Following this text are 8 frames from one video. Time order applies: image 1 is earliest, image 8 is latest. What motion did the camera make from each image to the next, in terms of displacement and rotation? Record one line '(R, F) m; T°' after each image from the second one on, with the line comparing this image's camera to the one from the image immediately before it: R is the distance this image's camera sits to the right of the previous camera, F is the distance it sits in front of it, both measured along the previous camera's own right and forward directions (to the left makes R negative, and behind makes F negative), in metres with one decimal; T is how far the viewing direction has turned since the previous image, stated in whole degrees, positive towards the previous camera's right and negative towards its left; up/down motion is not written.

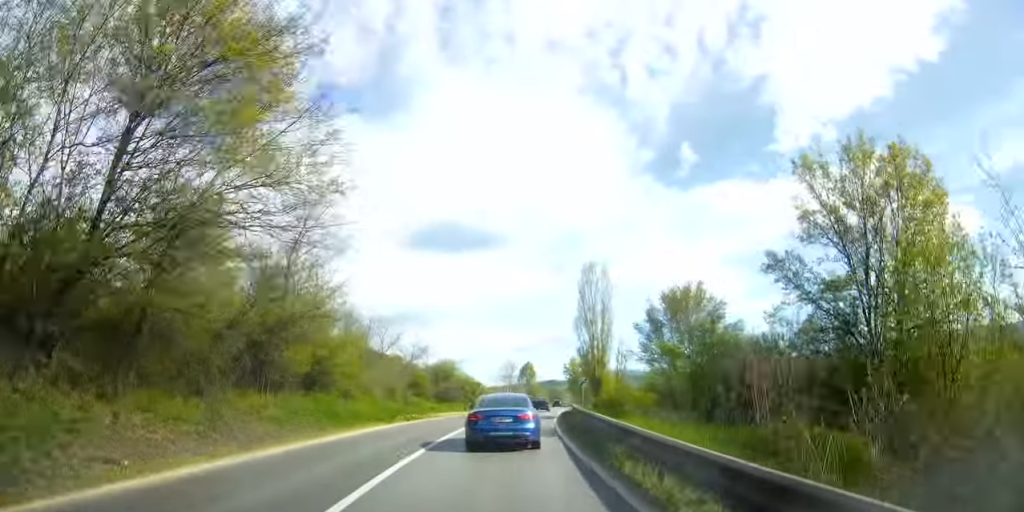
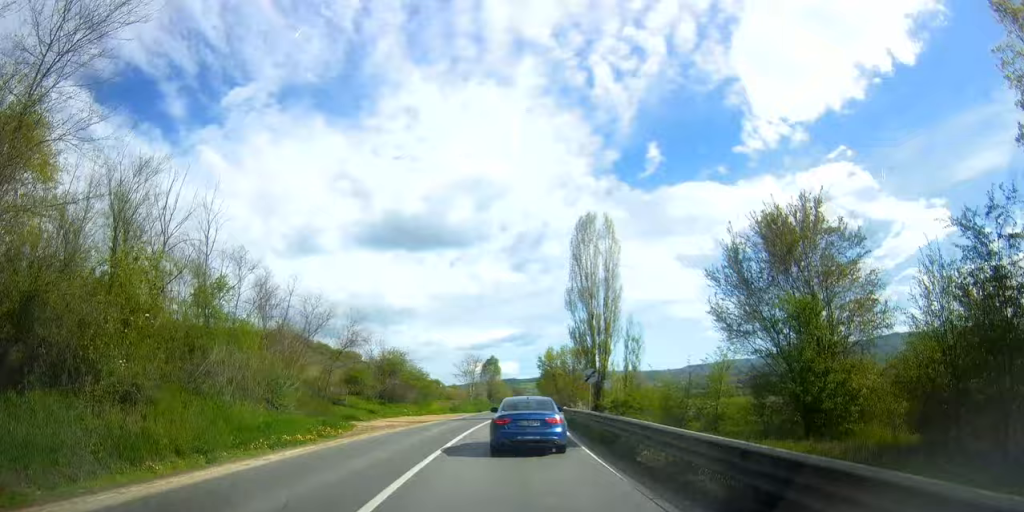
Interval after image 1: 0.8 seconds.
(+0.3, +17.4) m; +7°
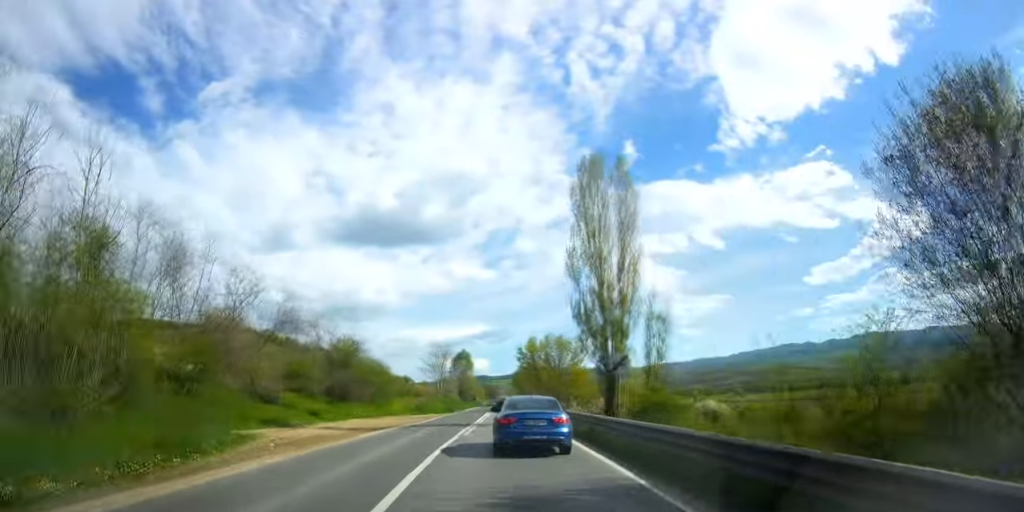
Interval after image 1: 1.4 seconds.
(+1.1, +11.5) m; +6°
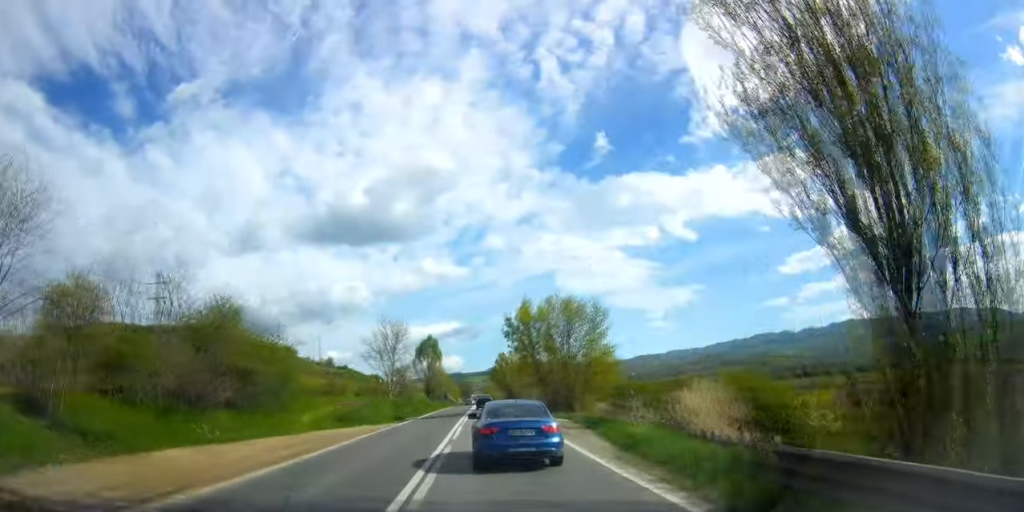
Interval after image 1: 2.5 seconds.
(+1.9, +23.1) m; +7°
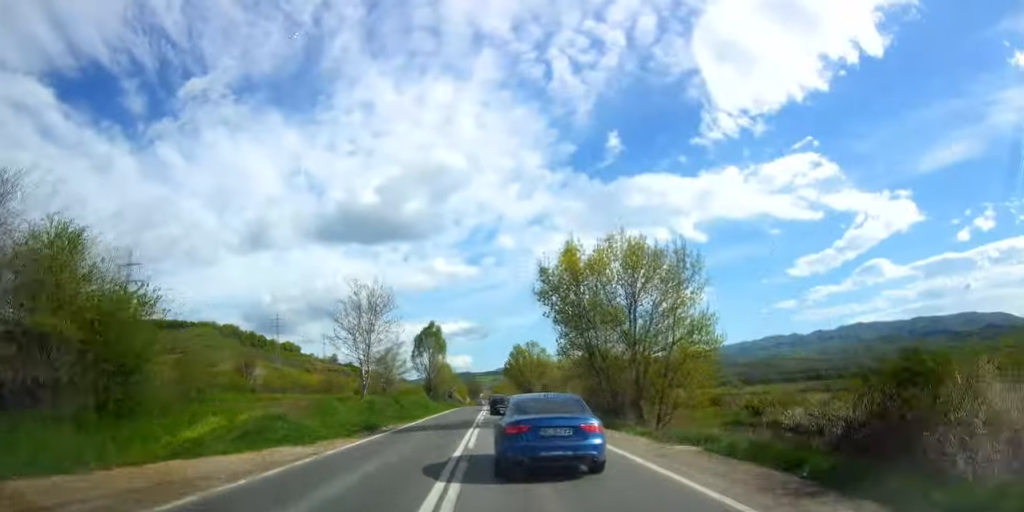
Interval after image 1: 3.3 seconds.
(+0.4, +16.1) m; +1°
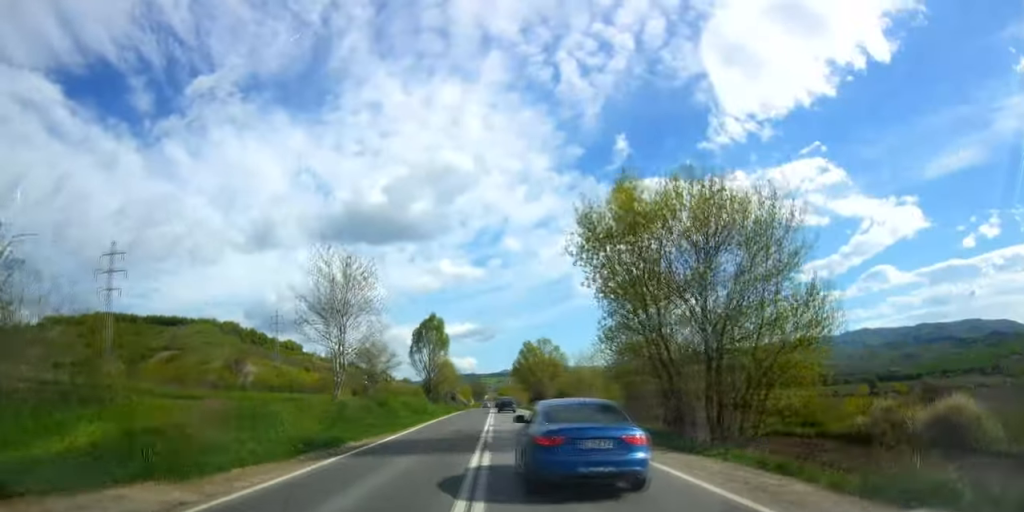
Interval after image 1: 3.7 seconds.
(0.0, +8.5) m; 0°
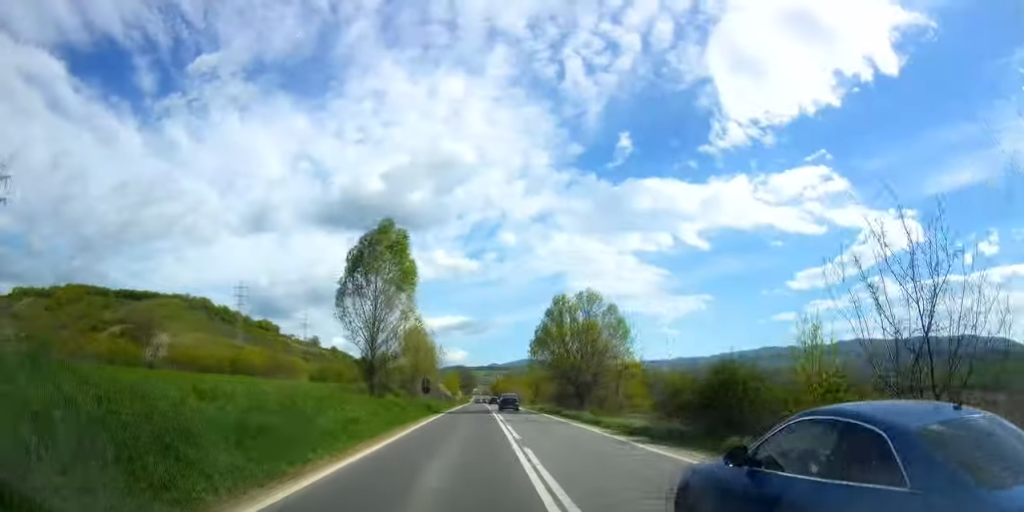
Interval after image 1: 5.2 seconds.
(0.0, +34.5) m; 0°
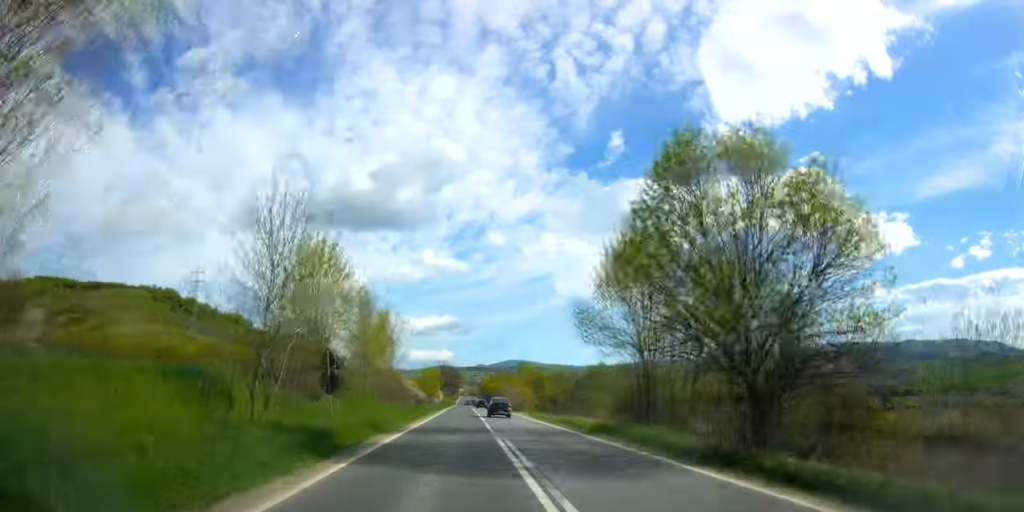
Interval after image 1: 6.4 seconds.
(-0.1, +30.2) m; 0°
